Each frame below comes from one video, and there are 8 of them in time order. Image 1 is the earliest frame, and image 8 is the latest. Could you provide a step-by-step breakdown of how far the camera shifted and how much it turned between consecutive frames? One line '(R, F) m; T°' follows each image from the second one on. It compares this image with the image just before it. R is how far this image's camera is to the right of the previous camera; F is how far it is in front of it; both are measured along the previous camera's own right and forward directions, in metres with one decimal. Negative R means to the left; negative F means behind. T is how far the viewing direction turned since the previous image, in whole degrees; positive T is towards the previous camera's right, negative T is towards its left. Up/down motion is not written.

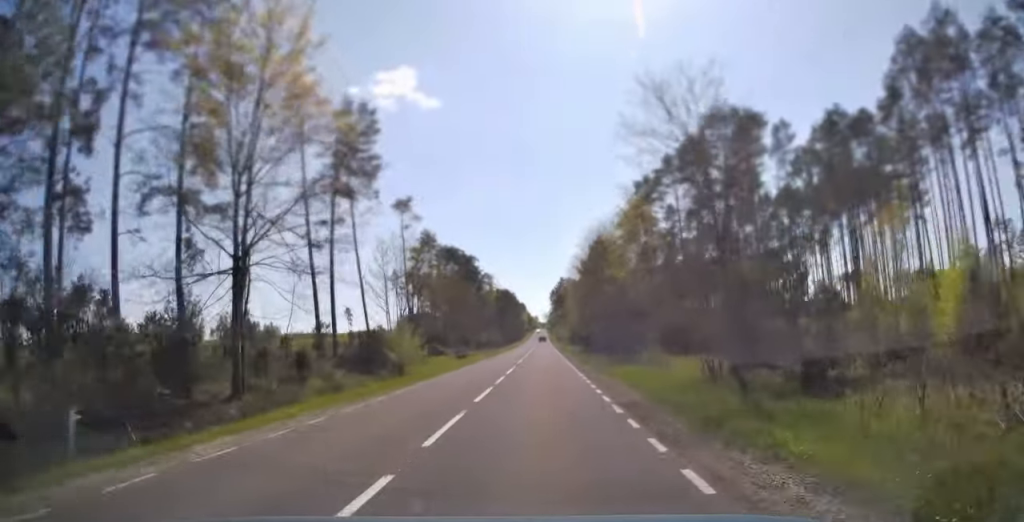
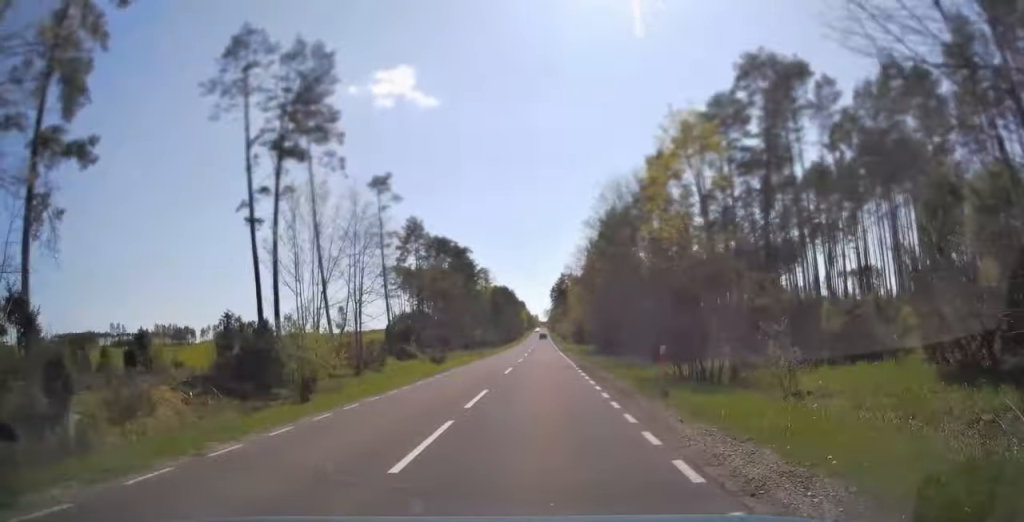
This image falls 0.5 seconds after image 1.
(0.0, +13.3) m; 0°
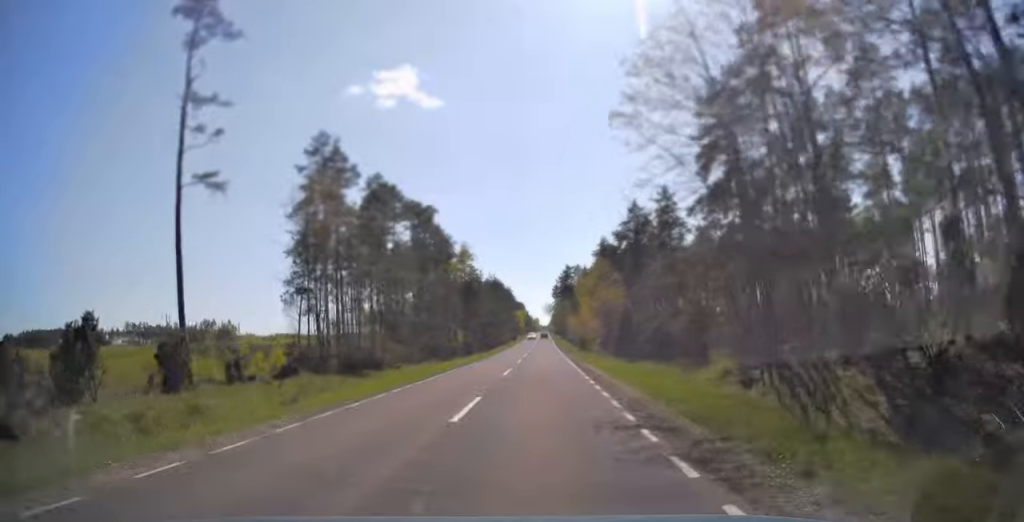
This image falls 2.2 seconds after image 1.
(0.0, +48.5) m; 0°
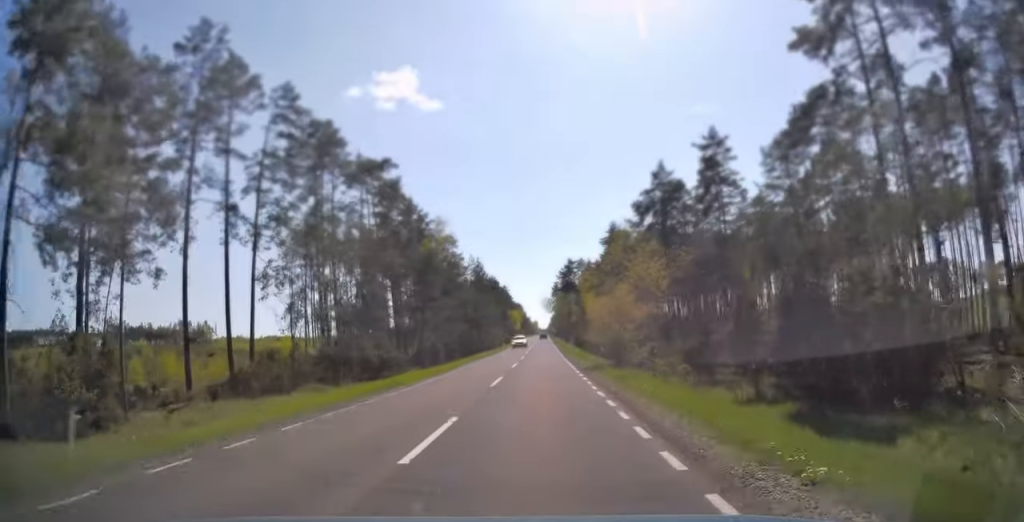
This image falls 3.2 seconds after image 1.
(0.0, +26.9) m; 0°
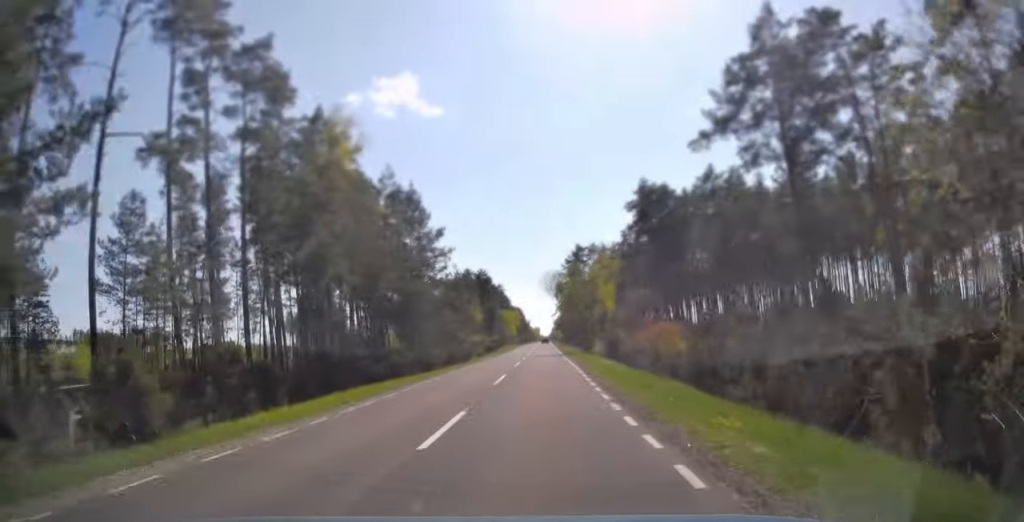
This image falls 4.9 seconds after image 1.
(-0.1, +45.4) m; 0°
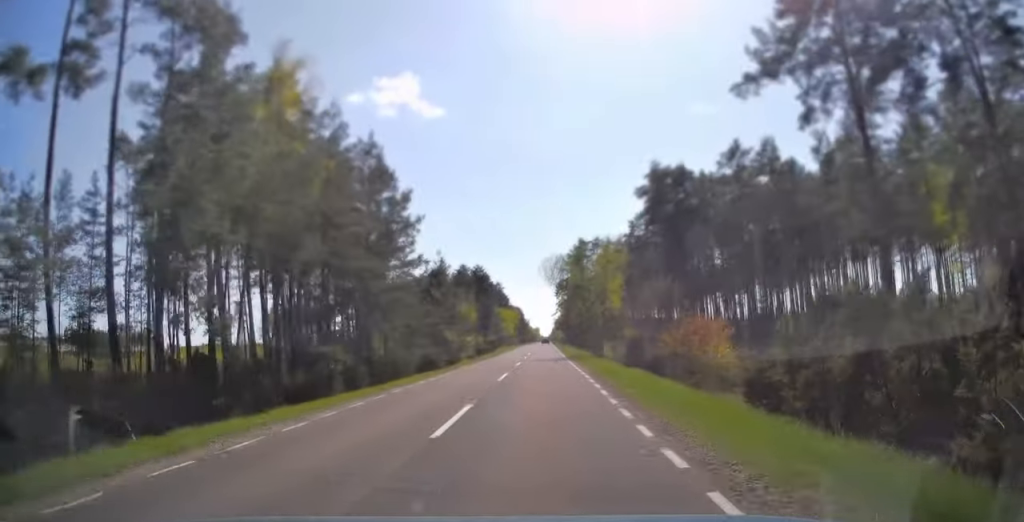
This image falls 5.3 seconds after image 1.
(-0.1, +10.9) m; 0°
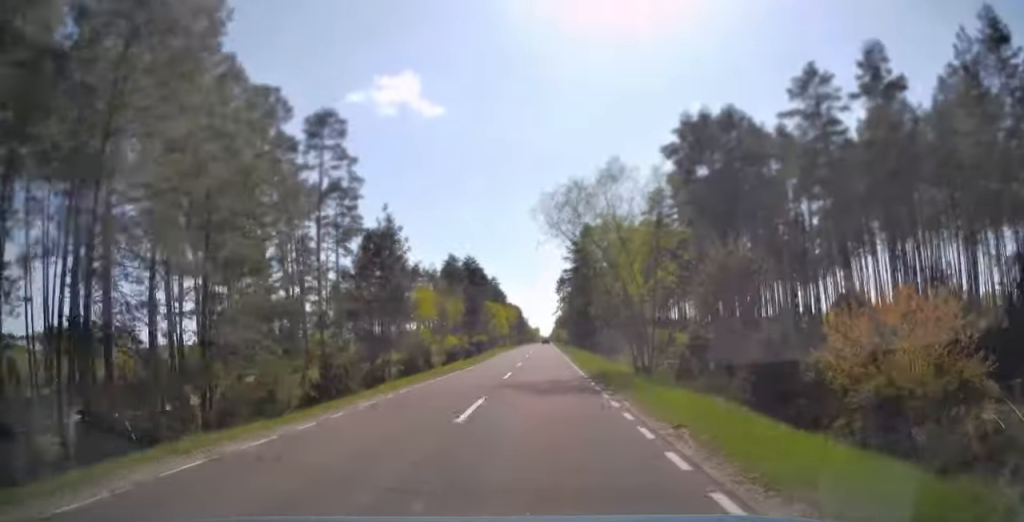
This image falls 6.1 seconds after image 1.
(+0.2, +21.3) m; 0°
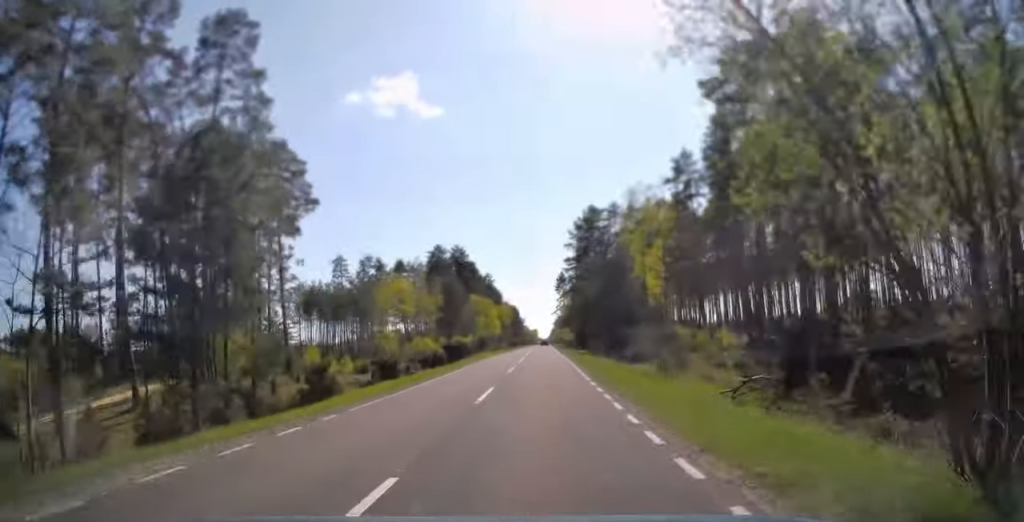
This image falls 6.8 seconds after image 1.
(0.0, +19.9) m; 0°
